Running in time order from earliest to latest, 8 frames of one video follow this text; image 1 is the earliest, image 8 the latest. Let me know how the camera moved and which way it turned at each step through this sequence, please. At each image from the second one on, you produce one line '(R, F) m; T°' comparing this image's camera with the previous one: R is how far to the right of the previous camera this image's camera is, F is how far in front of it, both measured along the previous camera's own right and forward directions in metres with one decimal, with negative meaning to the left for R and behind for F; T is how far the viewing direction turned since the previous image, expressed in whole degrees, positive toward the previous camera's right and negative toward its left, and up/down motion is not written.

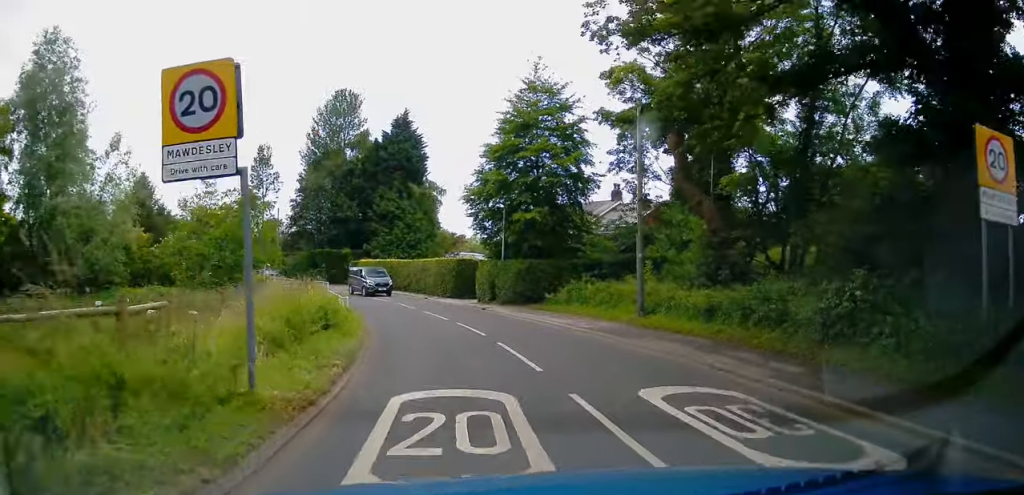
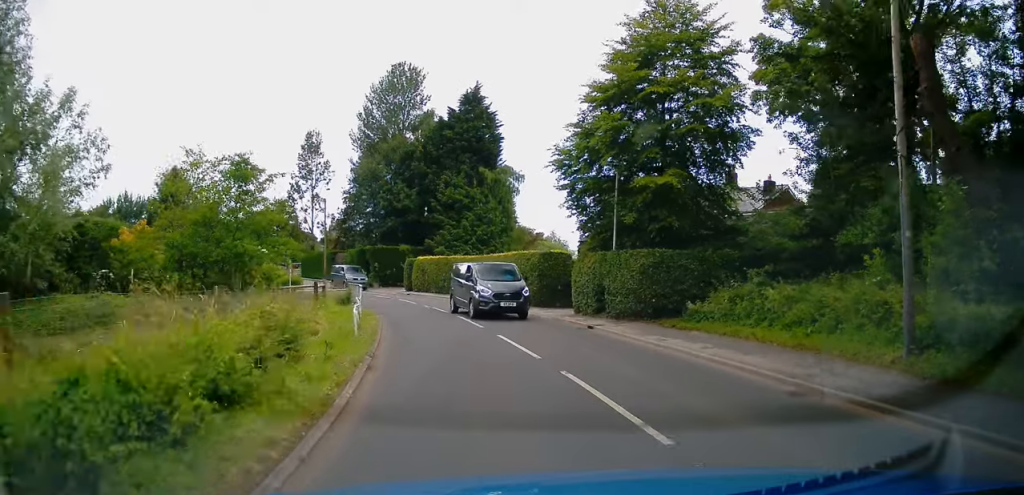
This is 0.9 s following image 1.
(-0.4, +10.5) m; -5°
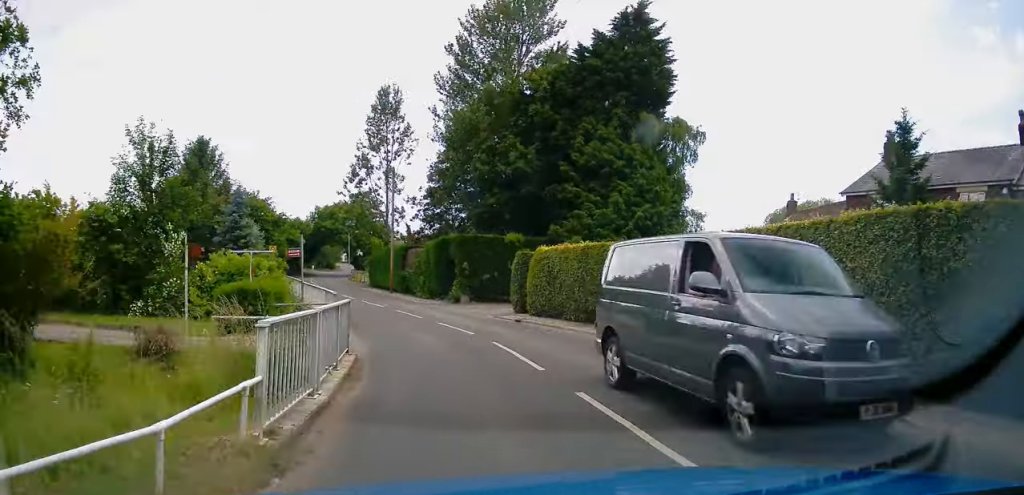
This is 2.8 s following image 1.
(-1.9, +21.0) m; -13°
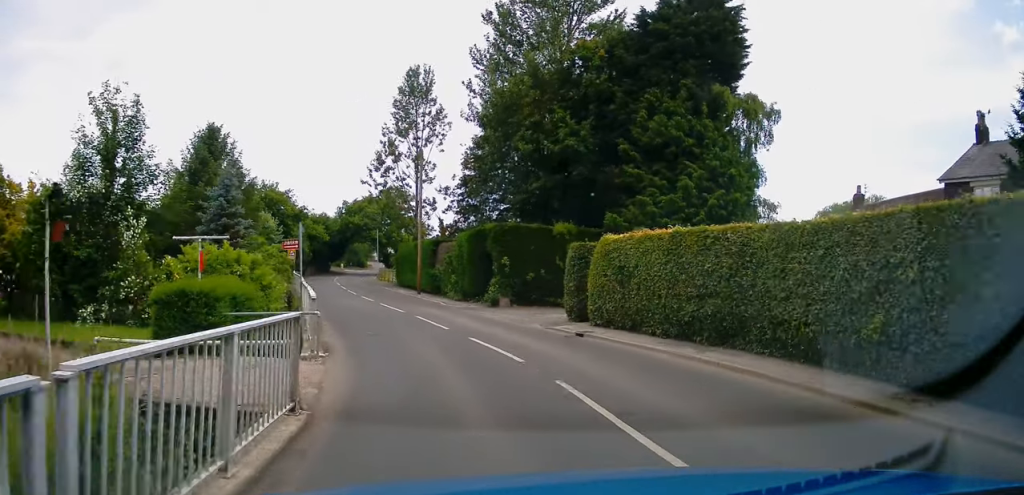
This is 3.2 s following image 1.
(-0.5, +5.3) m; -4°
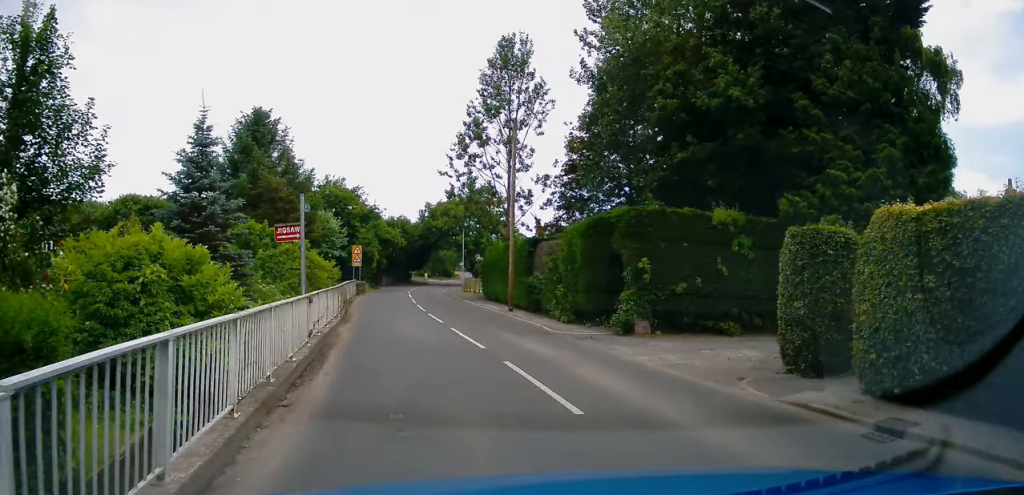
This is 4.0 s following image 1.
(-0.5, +8.9) m; -6°
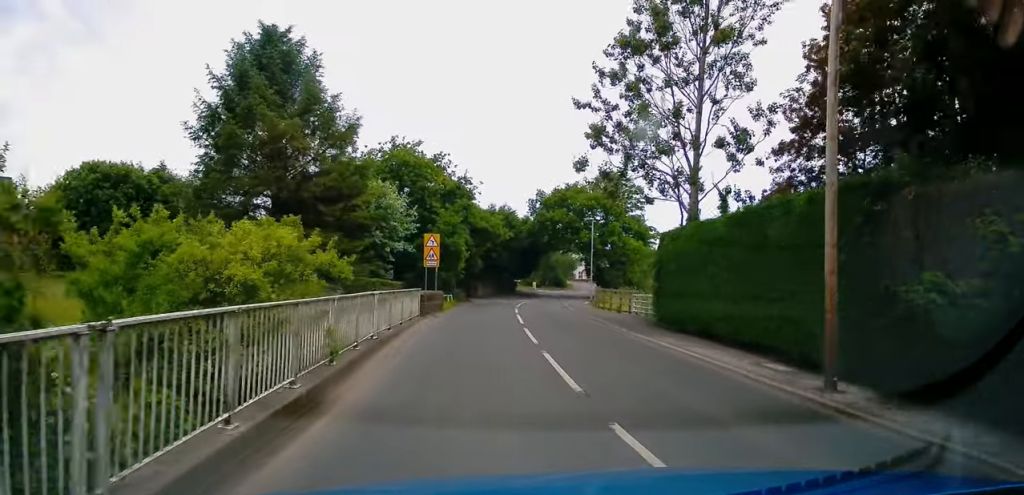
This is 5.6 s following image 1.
(-1.4, +17.8) m; -9°
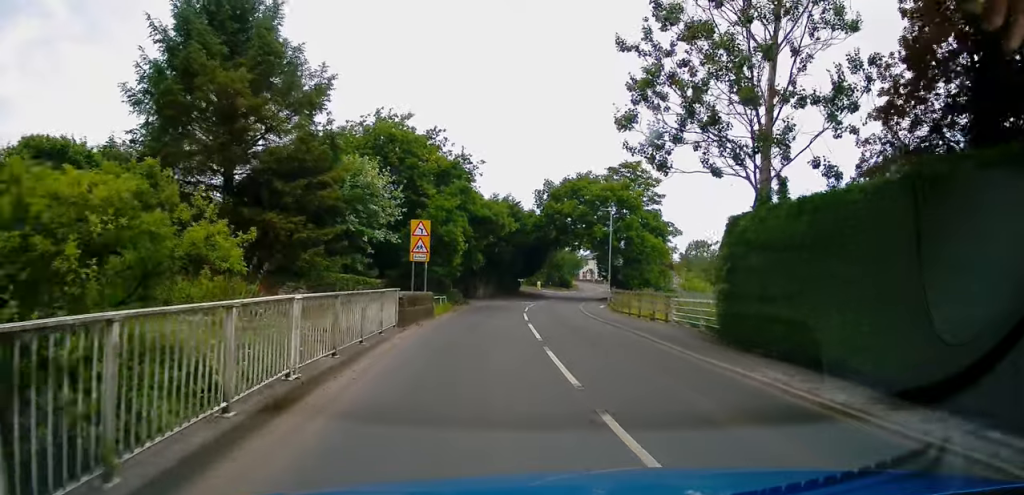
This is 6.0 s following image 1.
(-0.2, +5.6) m; -2°
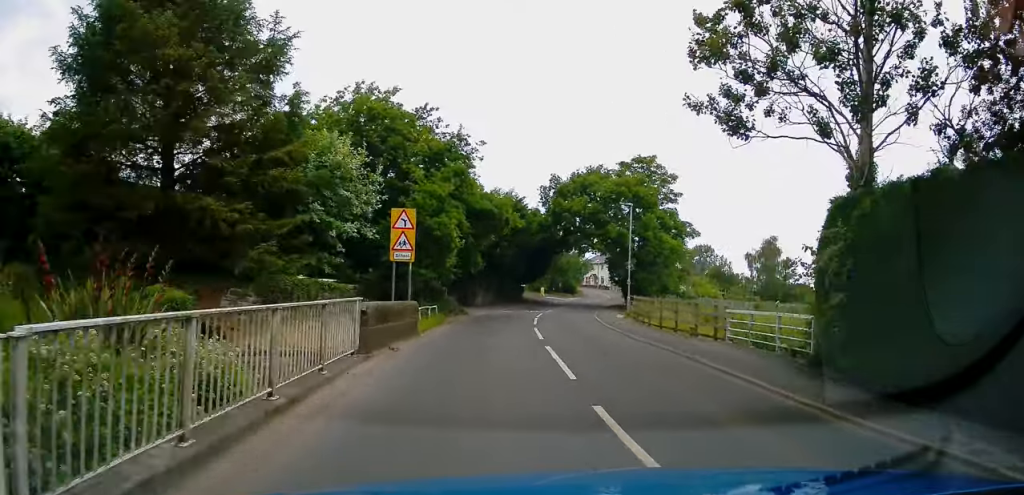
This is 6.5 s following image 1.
(-0.1, +5.1) m; -1°
